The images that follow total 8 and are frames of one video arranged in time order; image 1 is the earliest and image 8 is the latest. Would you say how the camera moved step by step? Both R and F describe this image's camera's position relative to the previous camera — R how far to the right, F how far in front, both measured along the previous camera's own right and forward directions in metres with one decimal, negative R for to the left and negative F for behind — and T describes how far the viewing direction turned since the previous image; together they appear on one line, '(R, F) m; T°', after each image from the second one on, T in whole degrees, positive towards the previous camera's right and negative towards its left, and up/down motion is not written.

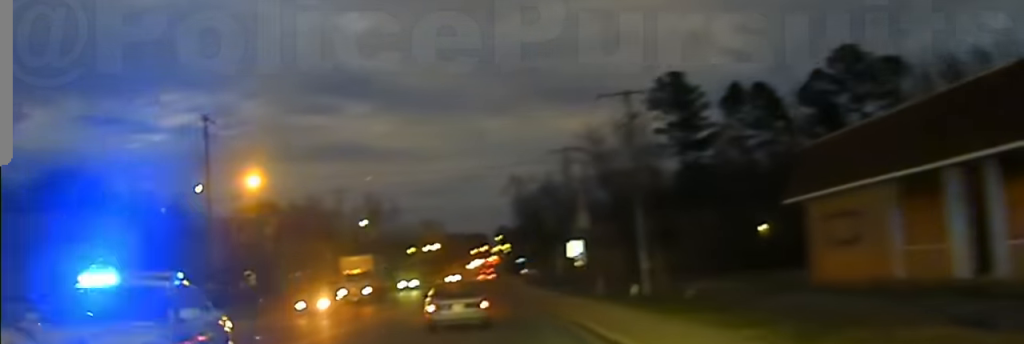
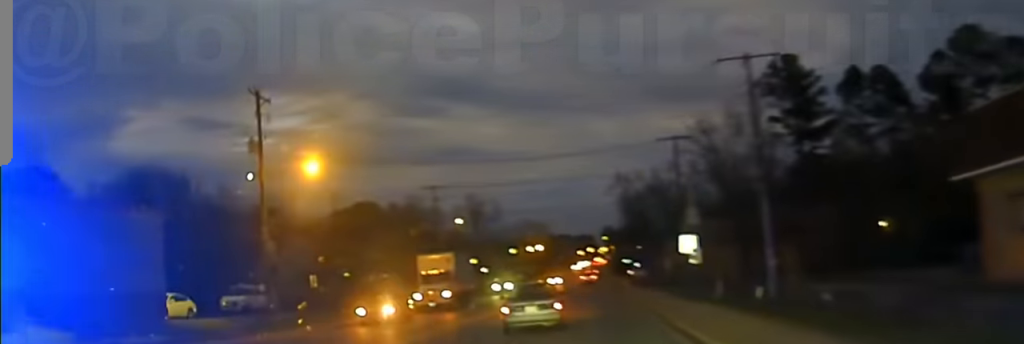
(-0.7, +6.8) m; -6°
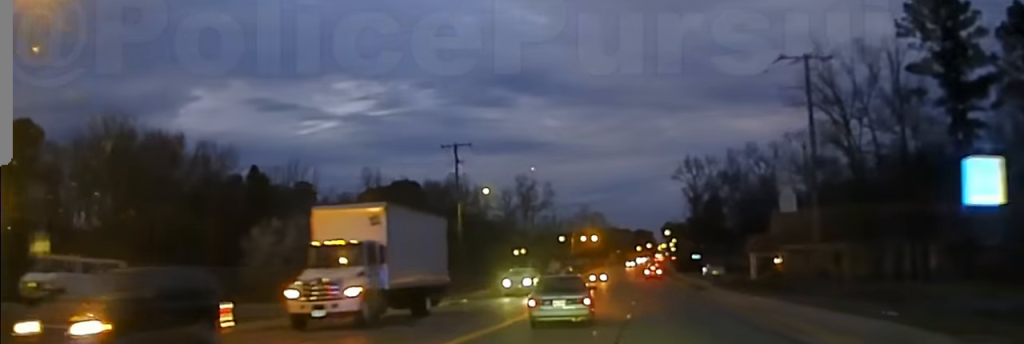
(-2.6, +24.0) m; -8°
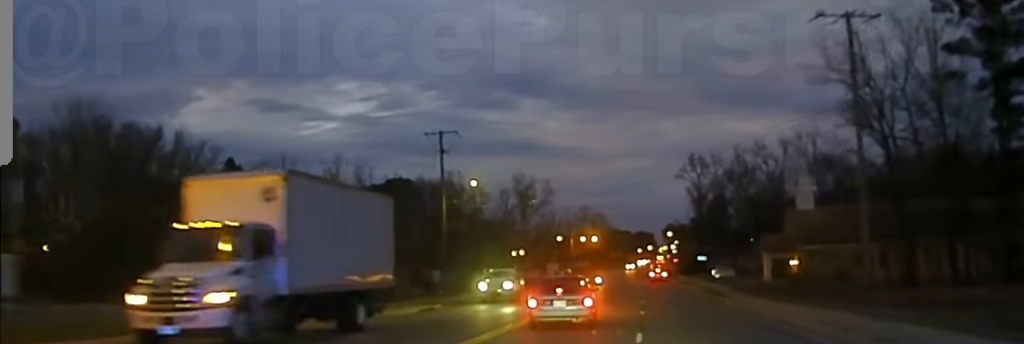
(0.0, +9.5) m; 0°
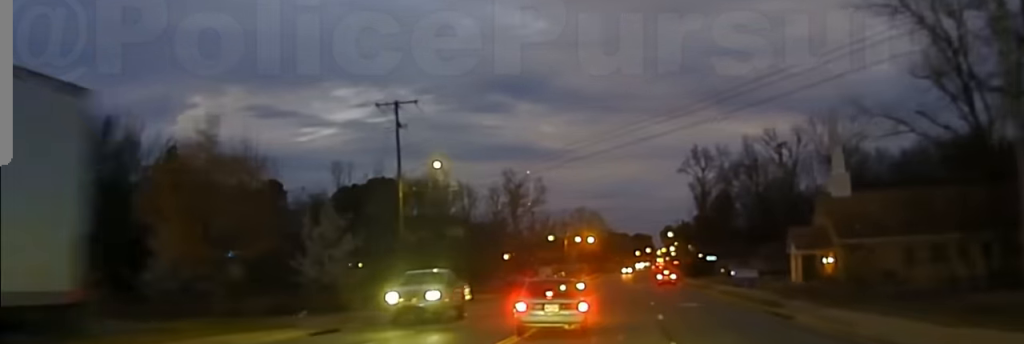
(-0.1, +17.2) m; 0°
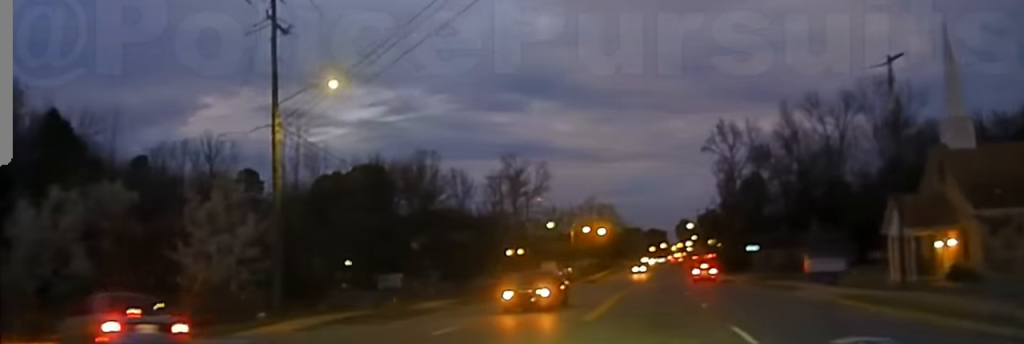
(-0.1, +27.8) m; -4°
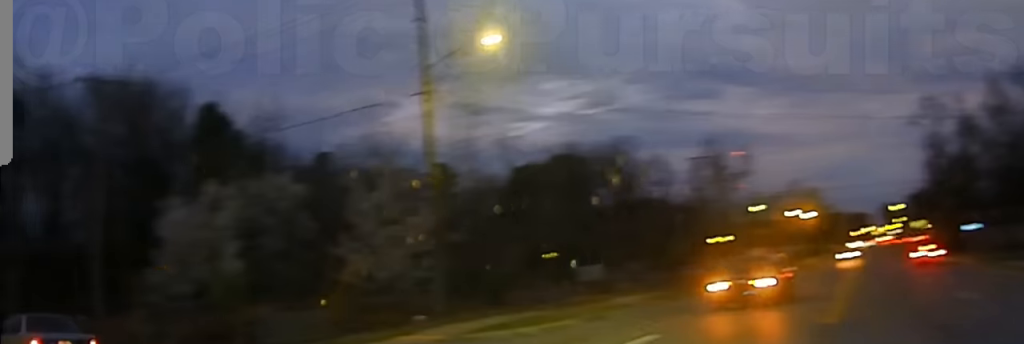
(+0.1, +6.5) m; -11°
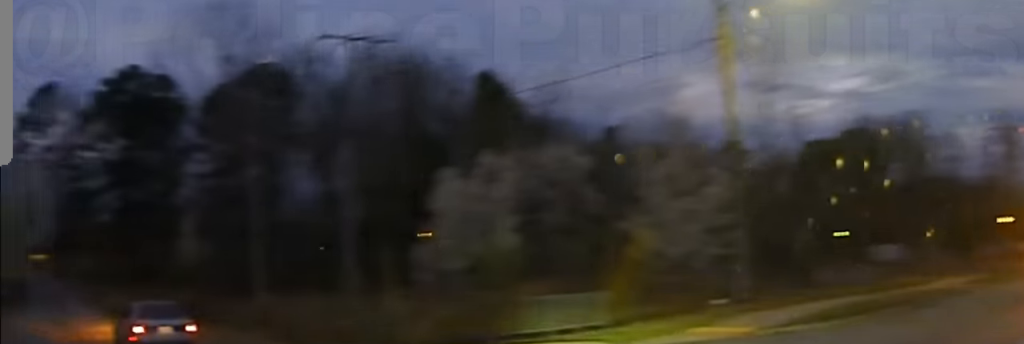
(-0.8, +4.4) m; -18°
